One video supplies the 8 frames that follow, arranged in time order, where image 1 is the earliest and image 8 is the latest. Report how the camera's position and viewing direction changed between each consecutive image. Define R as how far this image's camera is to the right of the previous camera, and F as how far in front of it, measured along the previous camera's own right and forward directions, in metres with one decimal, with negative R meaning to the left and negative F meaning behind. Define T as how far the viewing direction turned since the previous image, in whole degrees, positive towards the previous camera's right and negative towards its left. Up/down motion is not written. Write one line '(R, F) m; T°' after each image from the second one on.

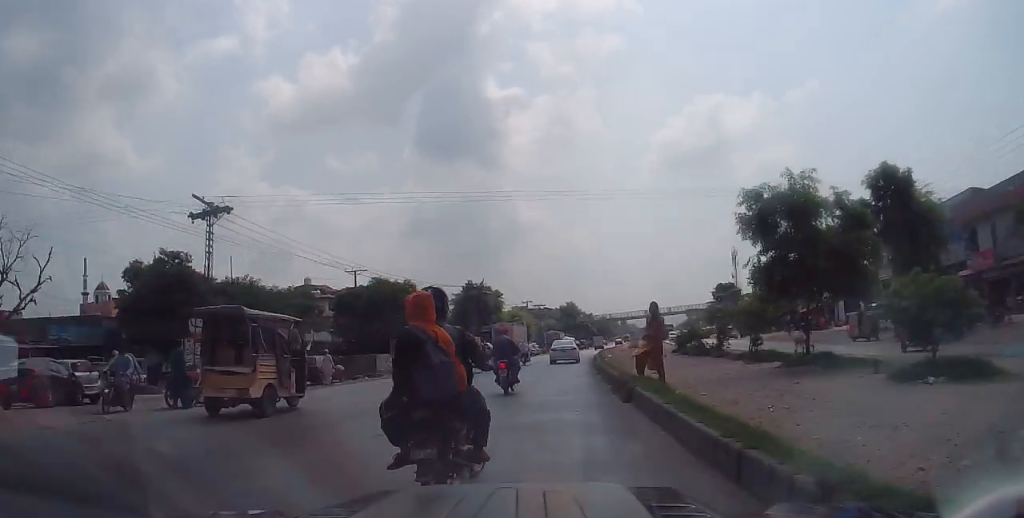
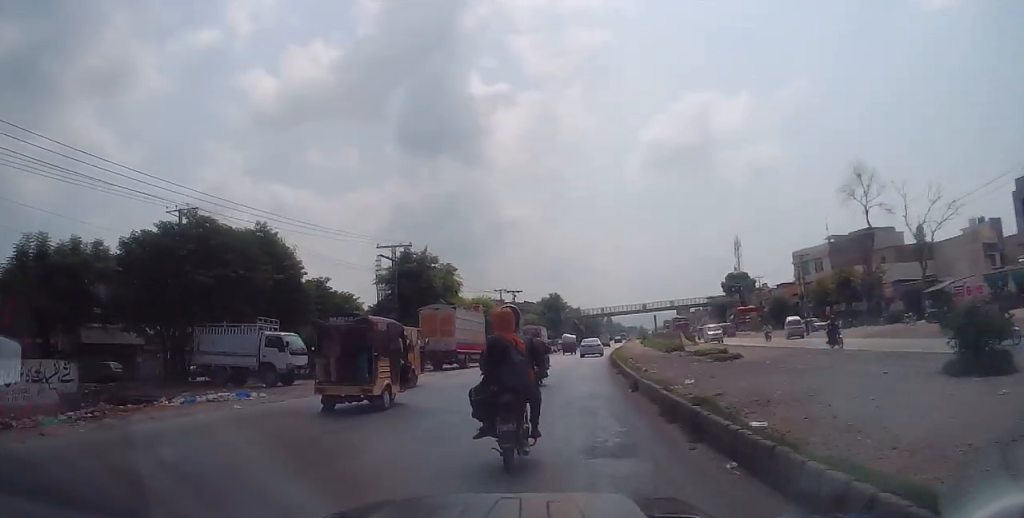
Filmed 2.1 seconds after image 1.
(+0.5, +28.7) m; +3°
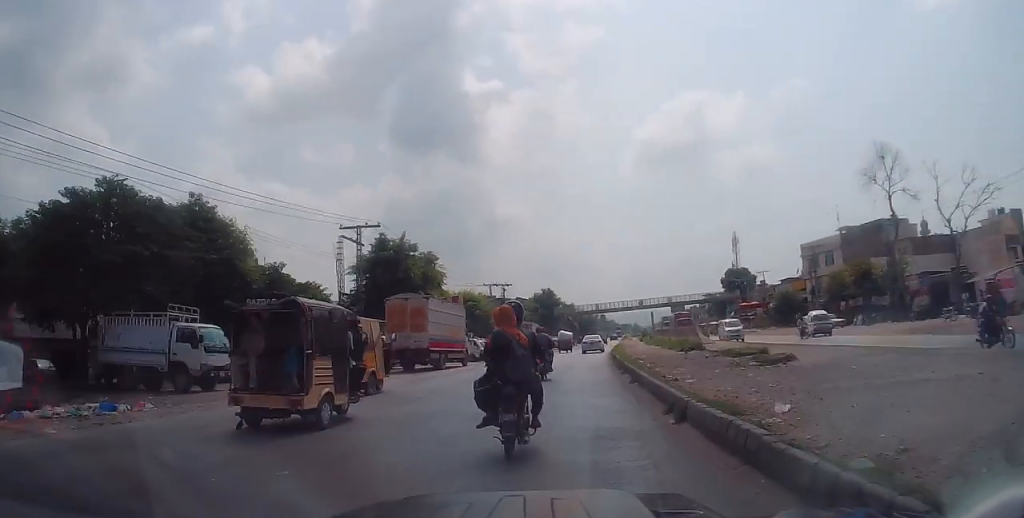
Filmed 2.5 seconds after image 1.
(+0.1, +6.0) m; +1°
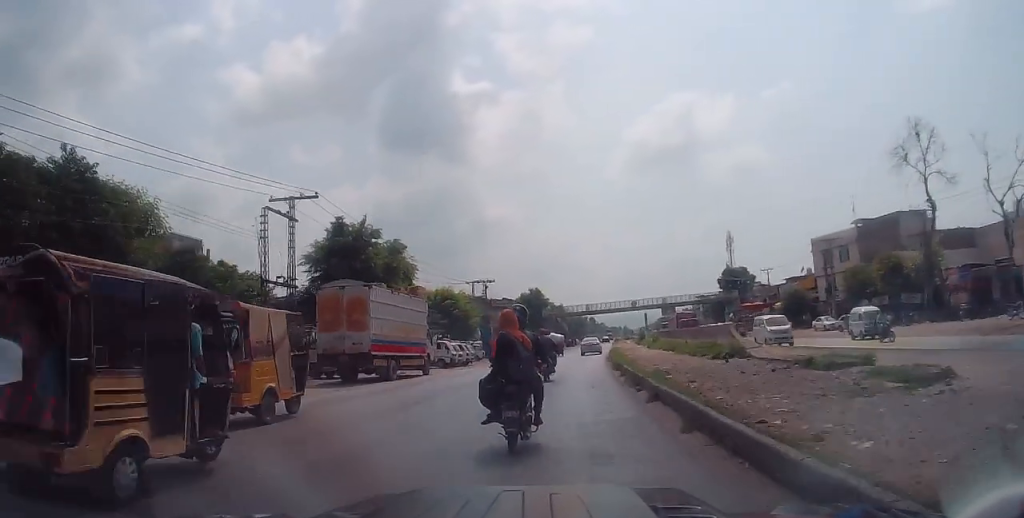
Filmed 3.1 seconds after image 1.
(0.0, +7.9) m; 0°
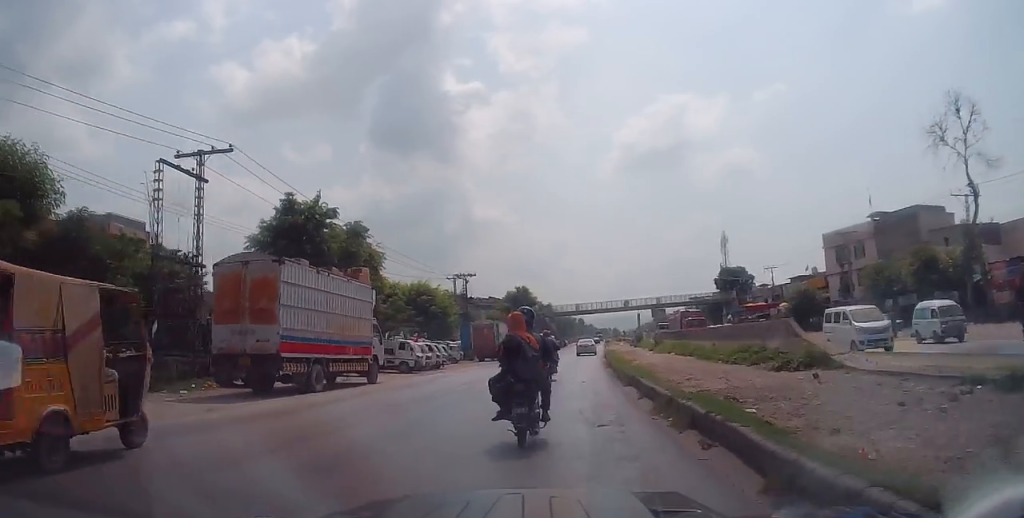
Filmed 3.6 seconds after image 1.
(0.0, +7.0) m; 0°
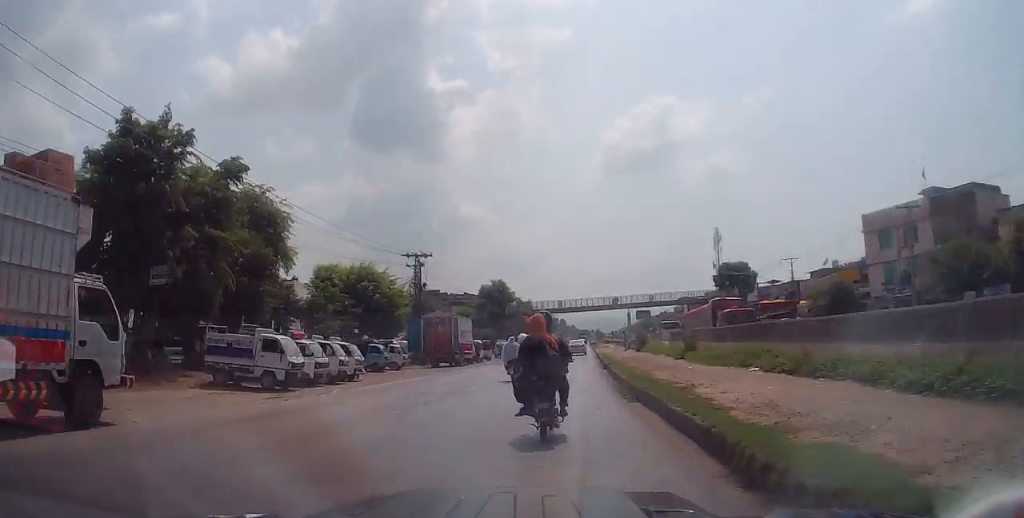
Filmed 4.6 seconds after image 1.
(0.0, +14.5) m; +2°
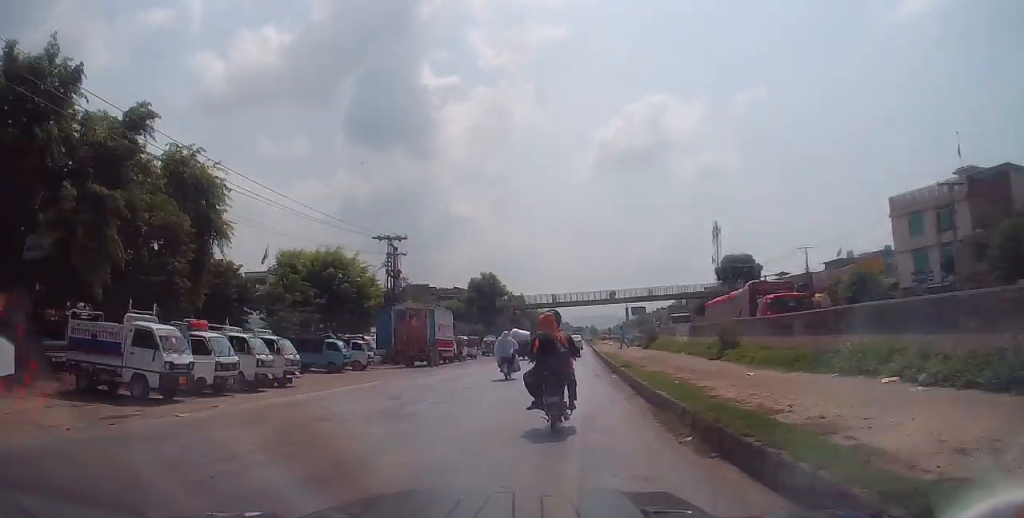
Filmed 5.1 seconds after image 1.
(+0.1, +6.6) m; +1°
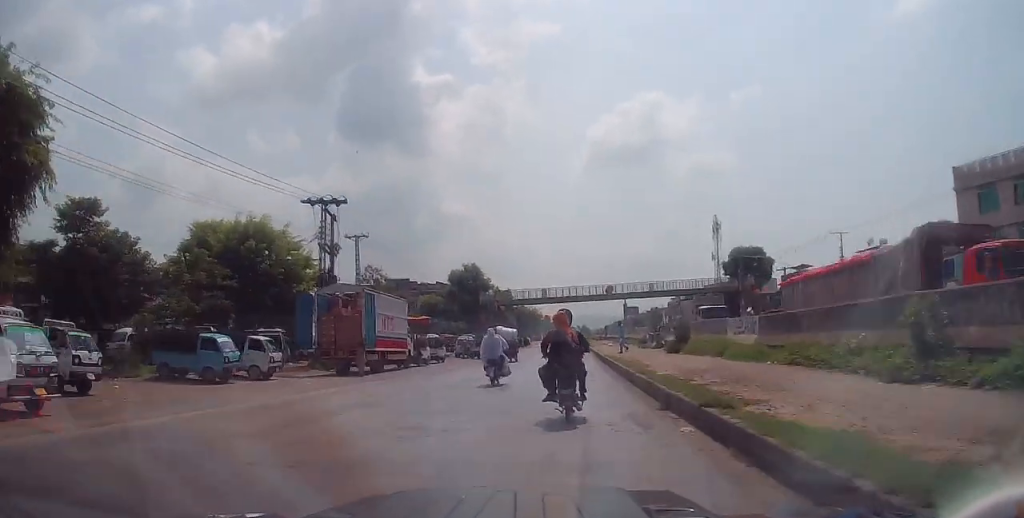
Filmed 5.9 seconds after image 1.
(+0.2, +11.3) m; +1°
